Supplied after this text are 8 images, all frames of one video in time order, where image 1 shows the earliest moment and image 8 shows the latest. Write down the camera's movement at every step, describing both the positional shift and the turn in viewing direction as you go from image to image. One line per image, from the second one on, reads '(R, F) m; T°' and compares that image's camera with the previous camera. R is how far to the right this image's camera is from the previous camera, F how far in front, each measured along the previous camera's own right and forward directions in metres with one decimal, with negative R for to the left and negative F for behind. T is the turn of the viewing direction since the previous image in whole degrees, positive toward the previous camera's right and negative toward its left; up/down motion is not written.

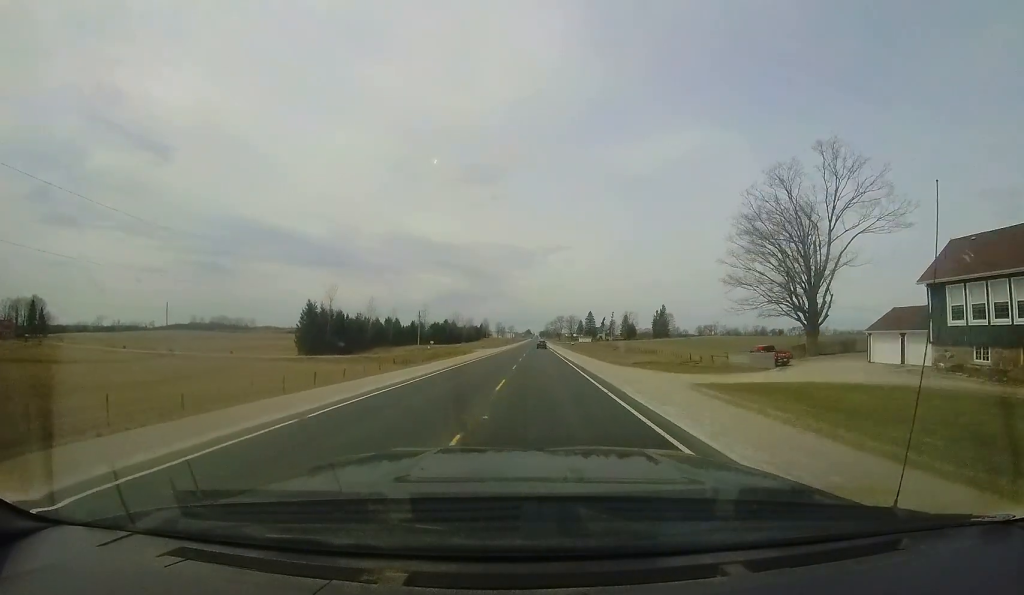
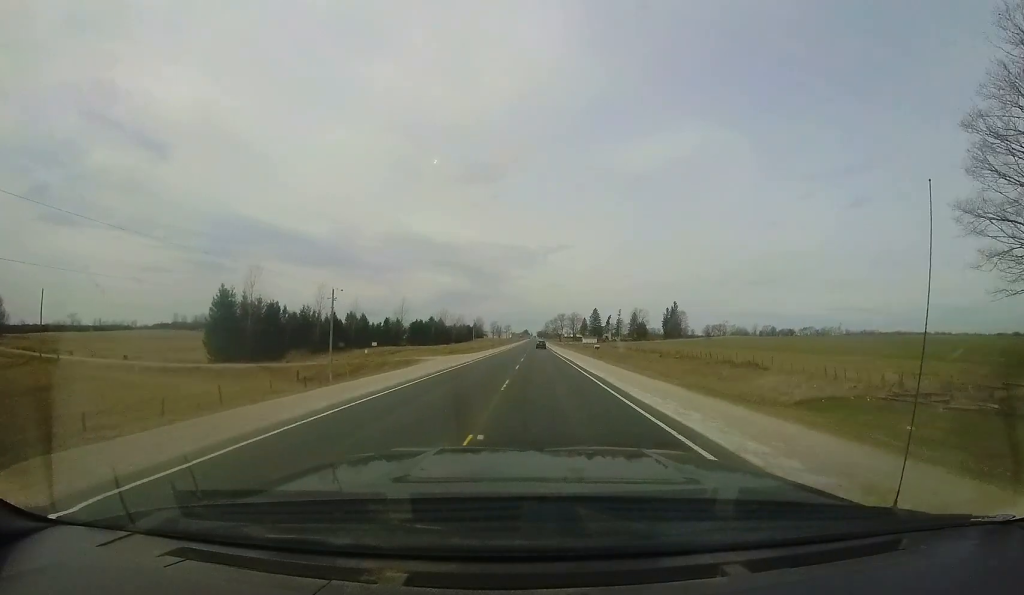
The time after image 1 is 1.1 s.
(0.0, +26.3) m; 0°
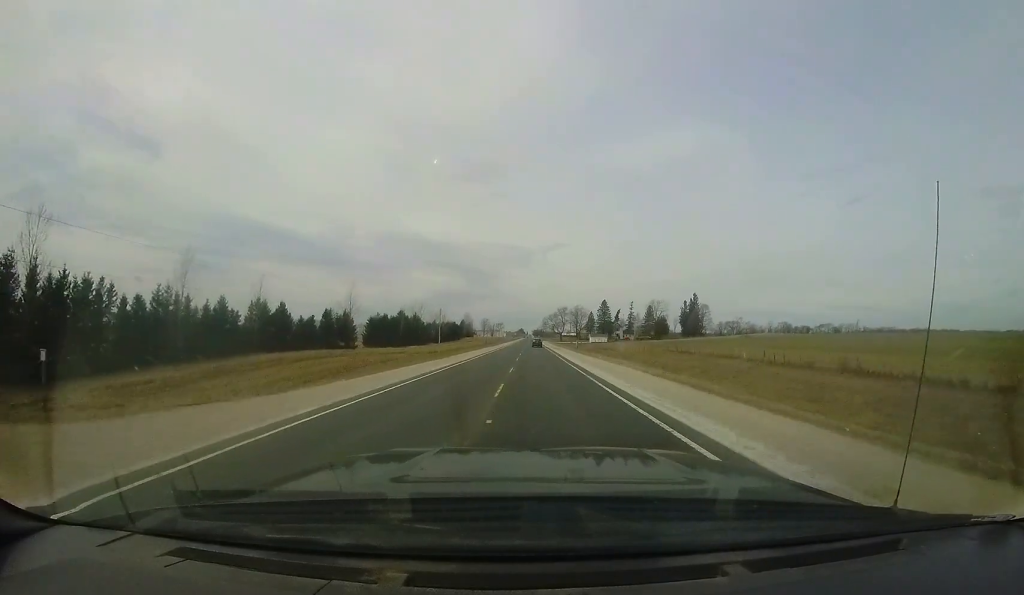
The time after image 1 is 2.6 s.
(+0.4, +37.3) m; +1°
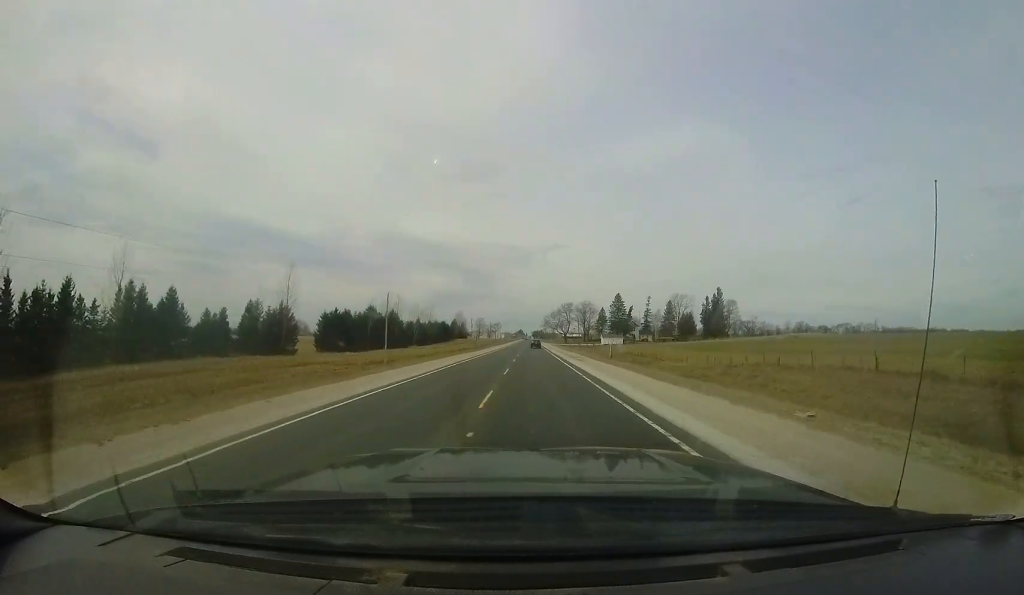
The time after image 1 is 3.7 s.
(+0.3, +28.4) m; 0°
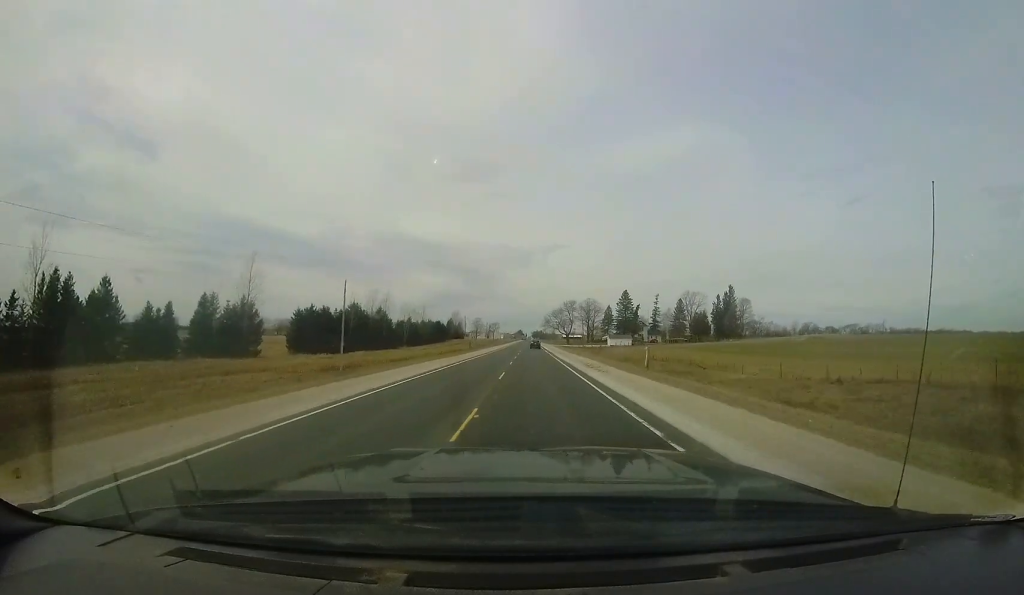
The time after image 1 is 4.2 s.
(+0.1, +11.7) m; 0°
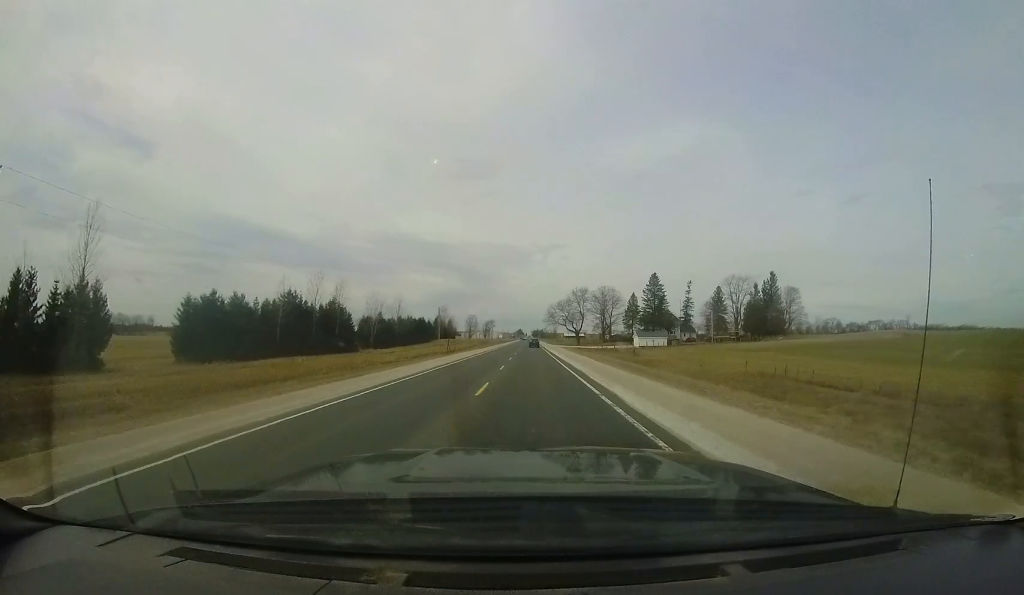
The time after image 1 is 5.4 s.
(-0.5, +31.7) m; -1°
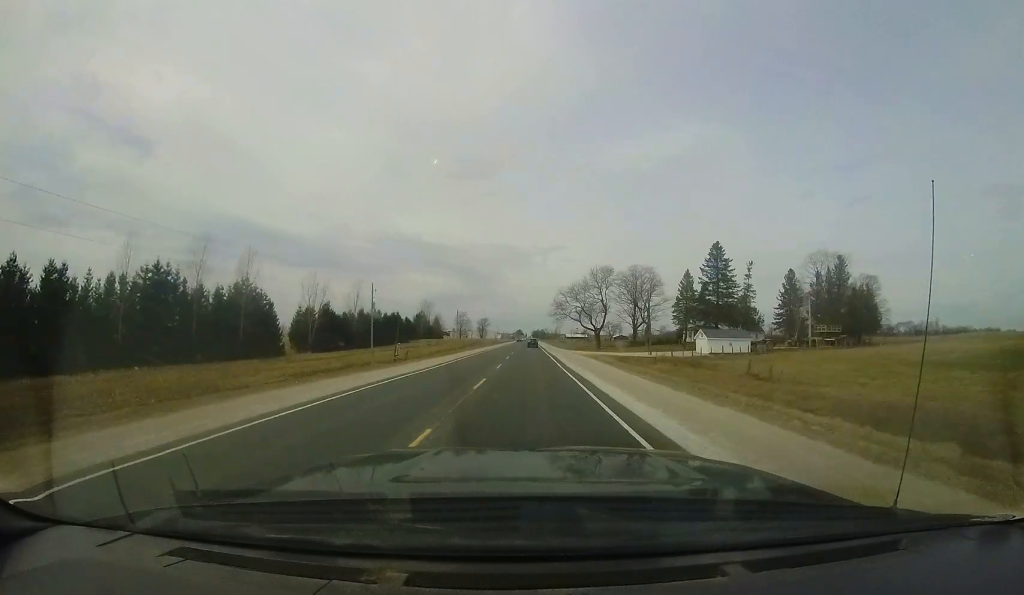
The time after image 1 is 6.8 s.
(+0.4, +34.8) m; +1°
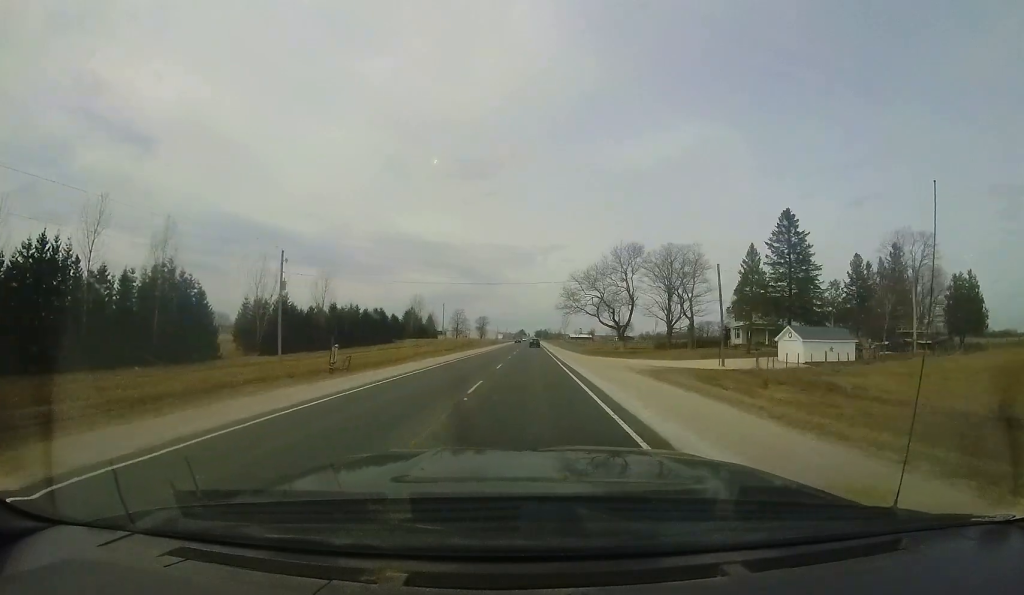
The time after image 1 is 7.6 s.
(0.0, +18.9) m; 0°
